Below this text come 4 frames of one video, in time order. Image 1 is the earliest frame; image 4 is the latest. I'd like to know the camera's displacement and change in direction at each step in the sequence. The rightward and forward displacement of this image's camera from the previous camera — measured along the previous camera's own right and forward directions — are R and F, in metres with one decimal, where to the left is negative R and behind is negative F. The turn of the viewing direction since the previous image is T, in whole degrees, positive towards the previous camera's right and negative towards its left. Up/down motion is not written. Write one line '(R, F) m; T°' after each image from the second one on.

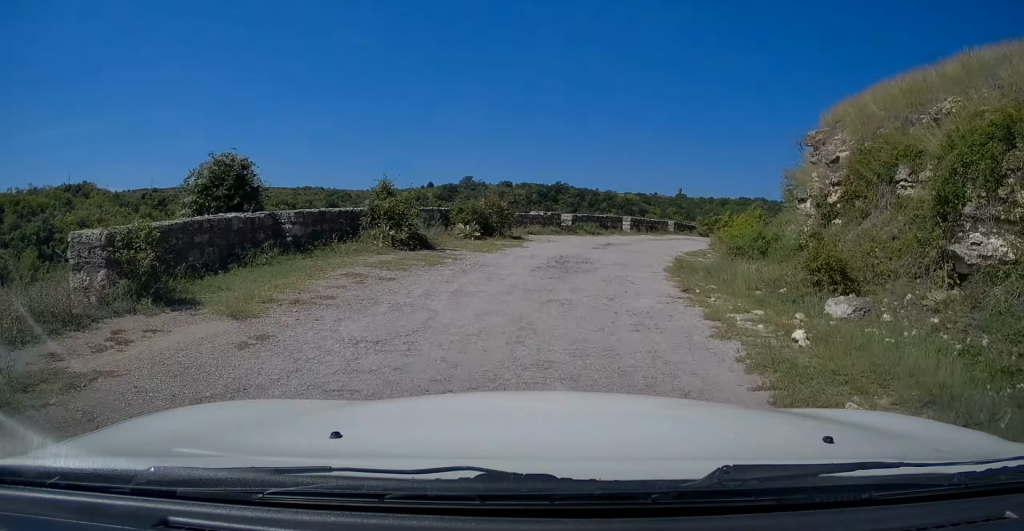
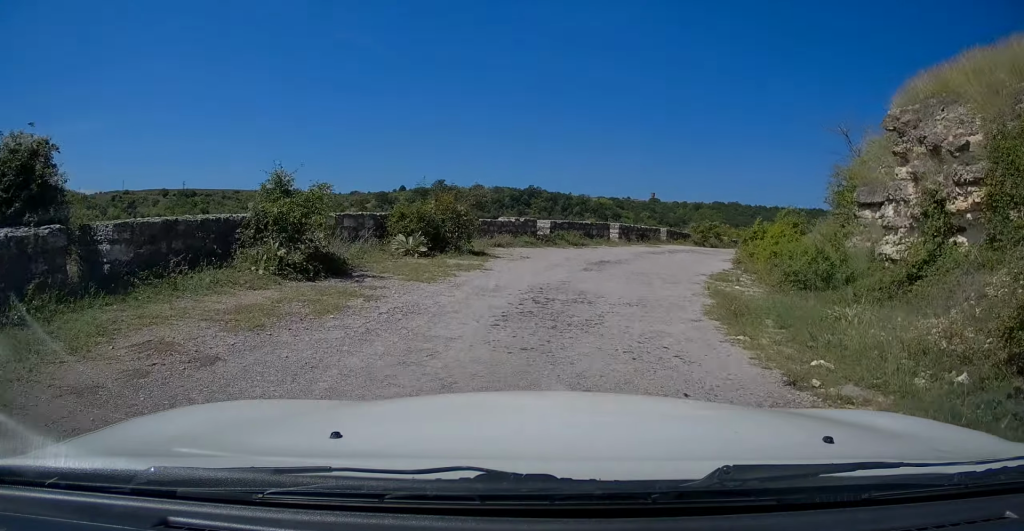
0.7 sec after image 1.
(0.0, +4.4) m; +2°
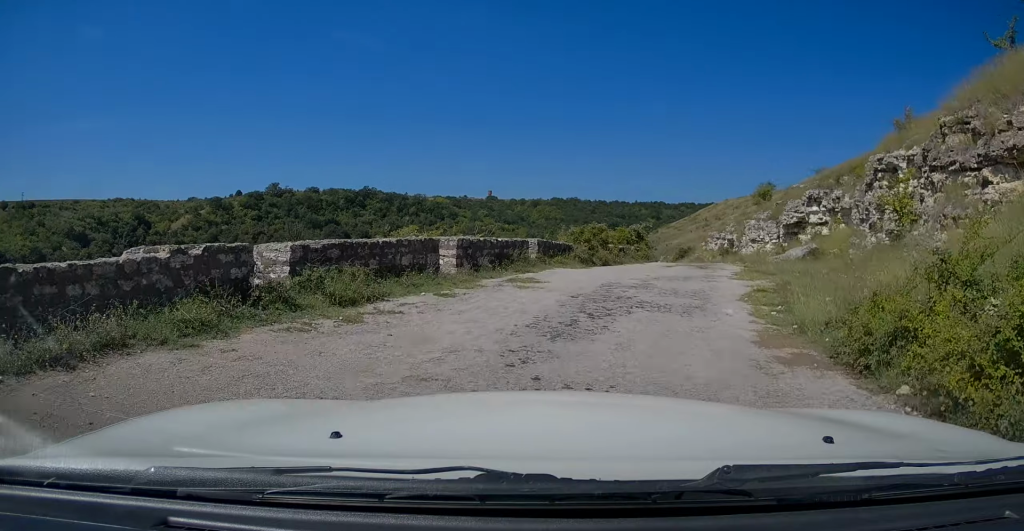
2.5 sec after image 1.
(+1.7, +11.3) m; +18°
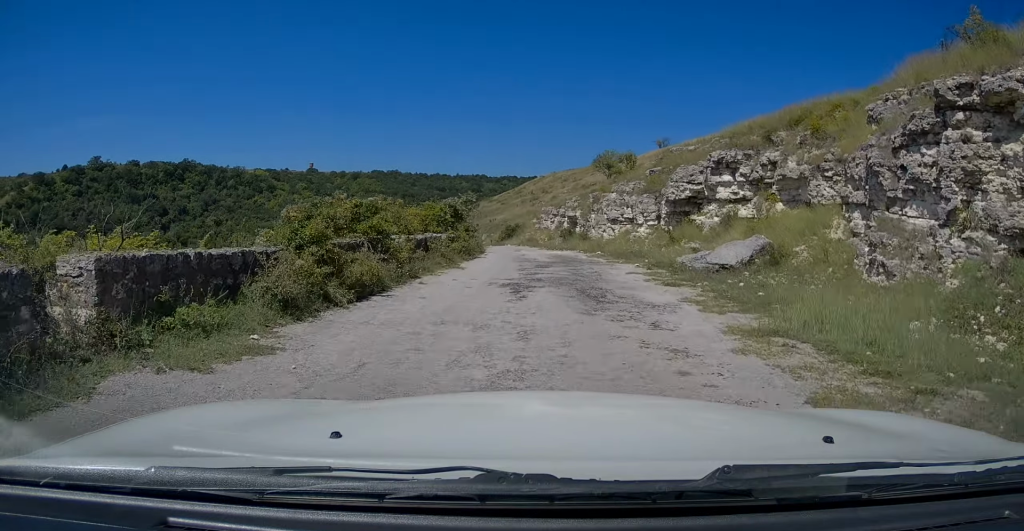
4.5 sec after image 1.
(+1.3, +11.9) m; +13°
